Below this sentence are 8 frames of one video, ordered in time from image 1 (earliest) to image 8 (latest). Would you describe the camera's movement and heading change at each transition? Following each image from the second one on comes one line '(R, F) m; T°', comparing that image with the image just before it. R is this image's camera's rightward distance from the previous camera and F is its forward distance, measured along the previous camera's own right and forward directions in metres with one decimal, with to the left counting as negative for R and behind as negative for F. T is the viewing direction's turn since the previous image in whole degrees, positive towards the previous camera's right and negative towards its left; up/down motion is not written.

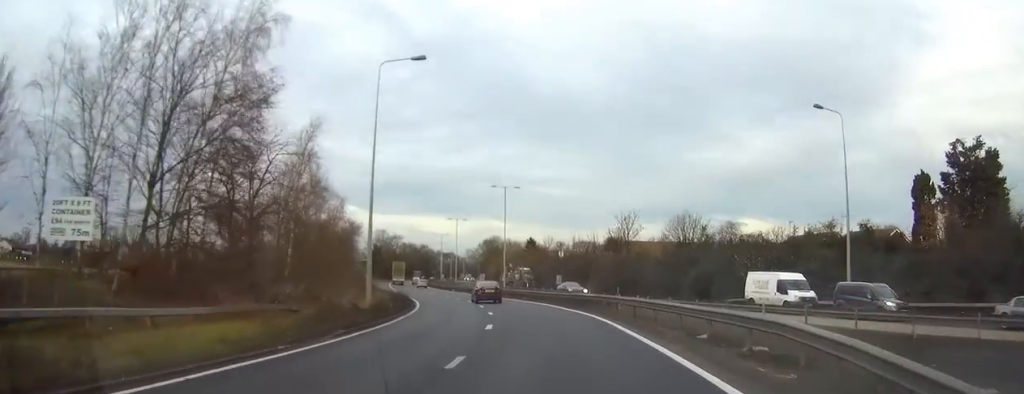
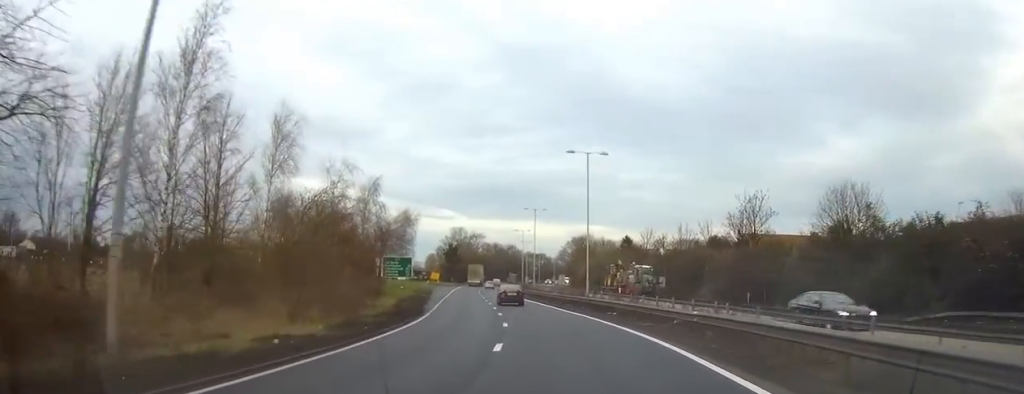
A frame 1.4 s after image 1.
(-0.7, +22.8) m; -5°
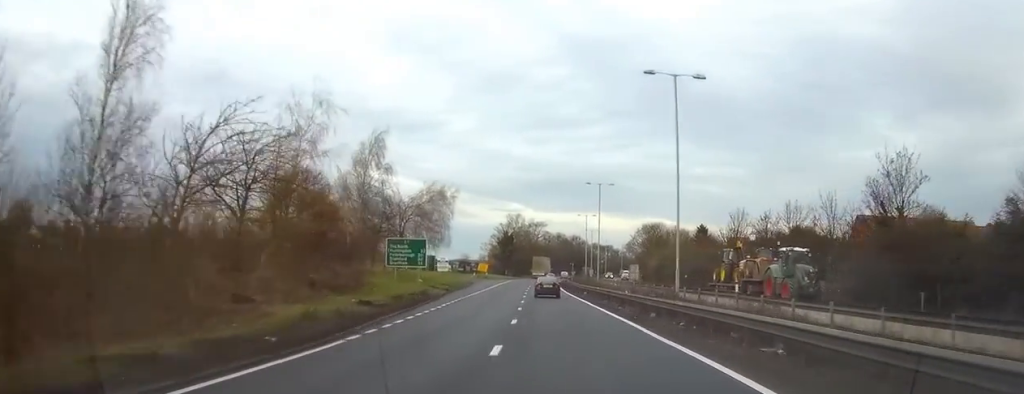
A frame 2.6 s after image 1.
(-1.0, +20.3) m; -5°
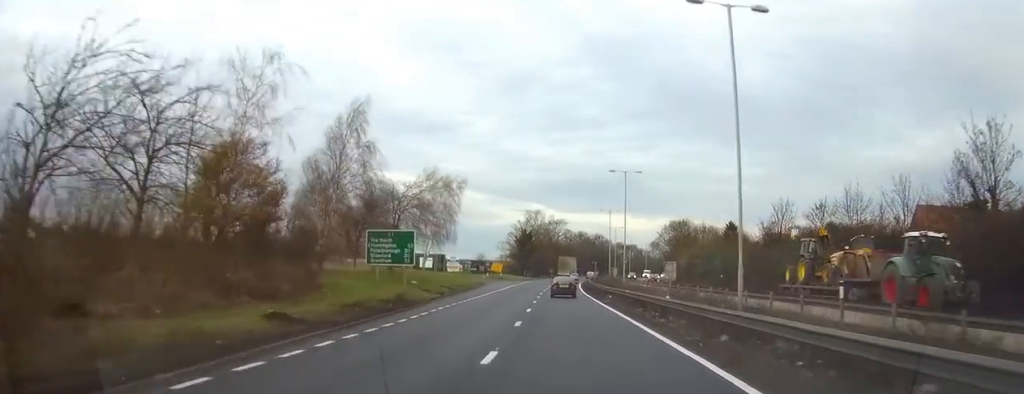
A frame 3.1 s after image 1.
(-0.3, +10.2) m; -2°
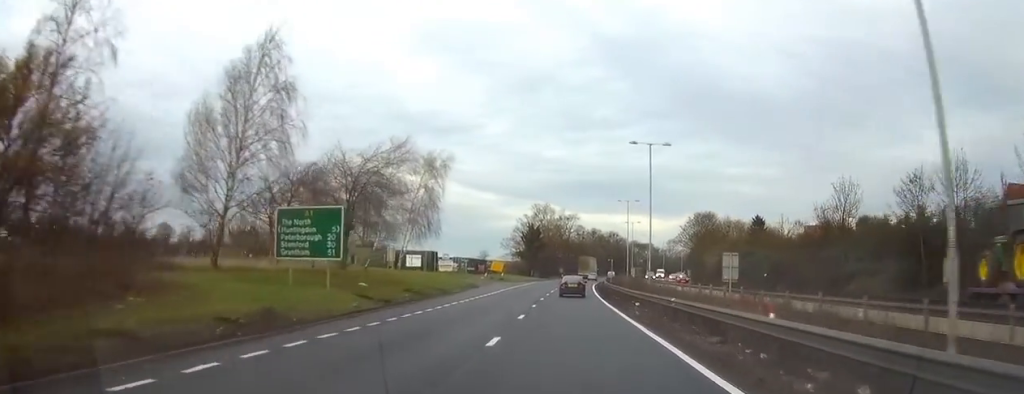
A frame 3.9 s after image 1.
(-0.4, +15.0) m; -2°
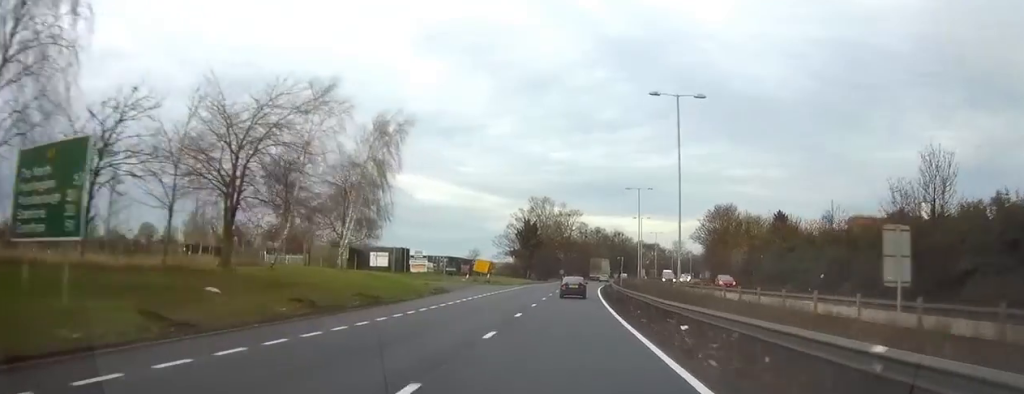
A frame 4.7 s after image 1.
(-0.2, +16.2) m; -1°
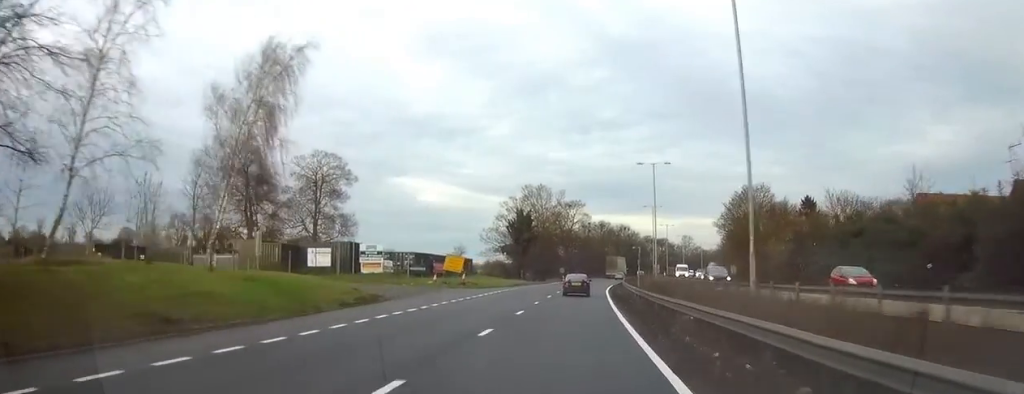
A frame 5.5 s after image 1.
(-0.1, +17.5) m; 0°
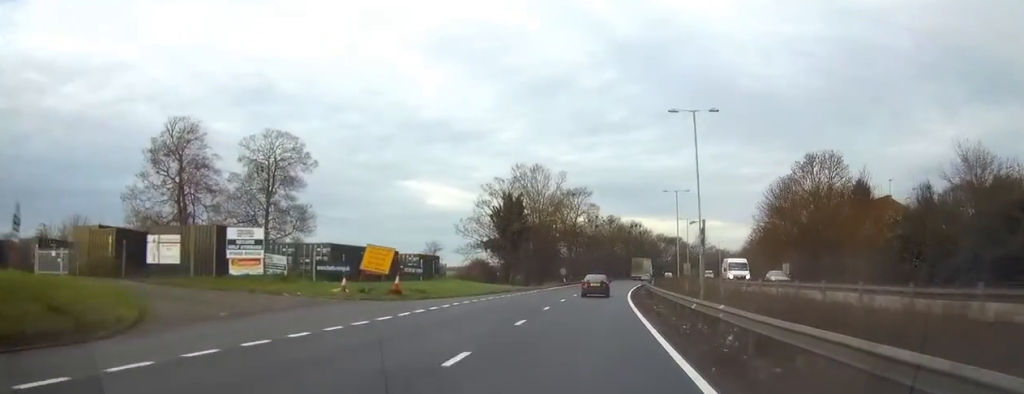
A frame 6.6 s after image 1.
(0.0, +23.2) m; 0°
